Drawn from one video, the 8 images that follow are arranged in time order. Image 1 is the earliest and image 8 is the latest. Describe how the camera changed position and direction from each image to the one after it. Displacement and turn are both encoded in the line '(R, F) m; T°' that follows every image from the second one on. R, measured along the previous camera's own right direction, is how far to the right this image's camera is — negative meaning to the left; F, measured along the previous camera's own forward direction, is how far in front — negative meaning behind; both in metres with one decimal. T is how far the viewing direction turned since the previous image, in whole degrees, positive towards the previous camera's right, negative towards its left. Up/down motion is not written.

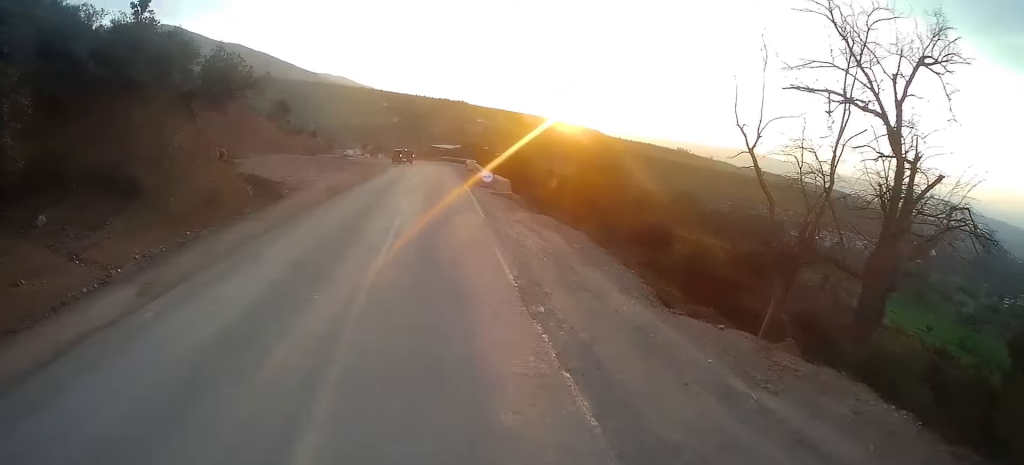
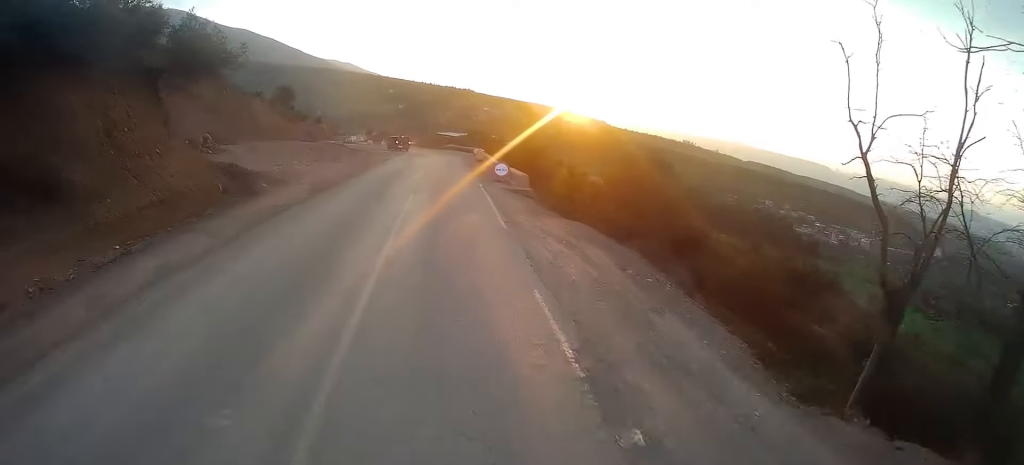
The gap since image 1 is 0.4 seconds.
(-0.1, +4.9) m; -1°
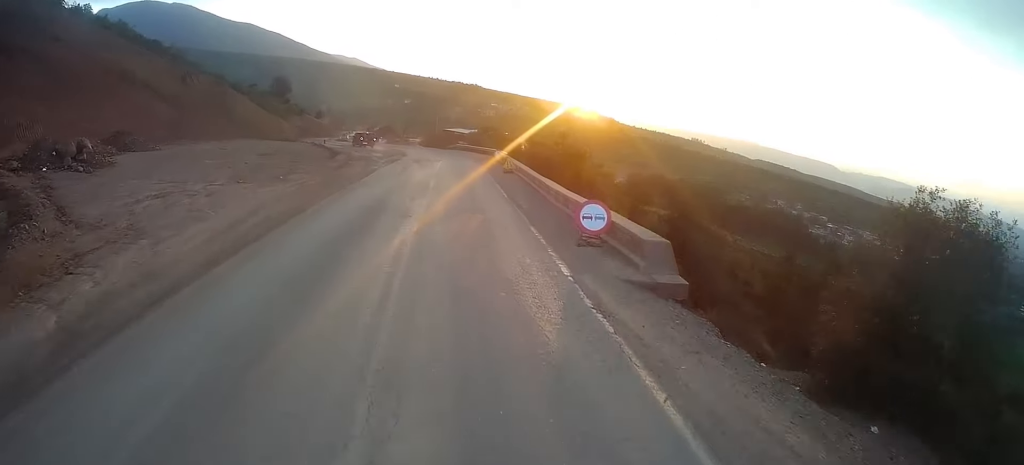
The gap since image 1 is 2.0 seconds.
(-0.1, +17.6) m; +1°
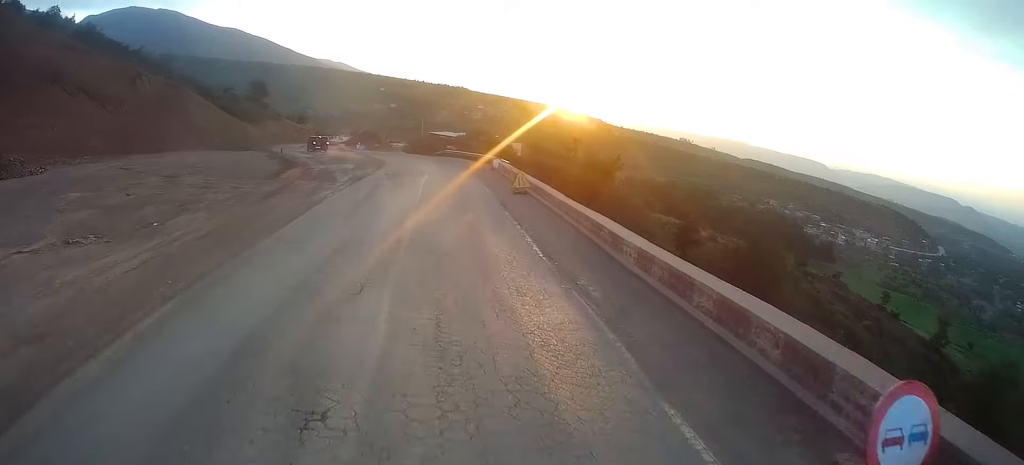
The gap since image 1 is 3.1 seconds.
(+0.3, +11.7) m; +1°
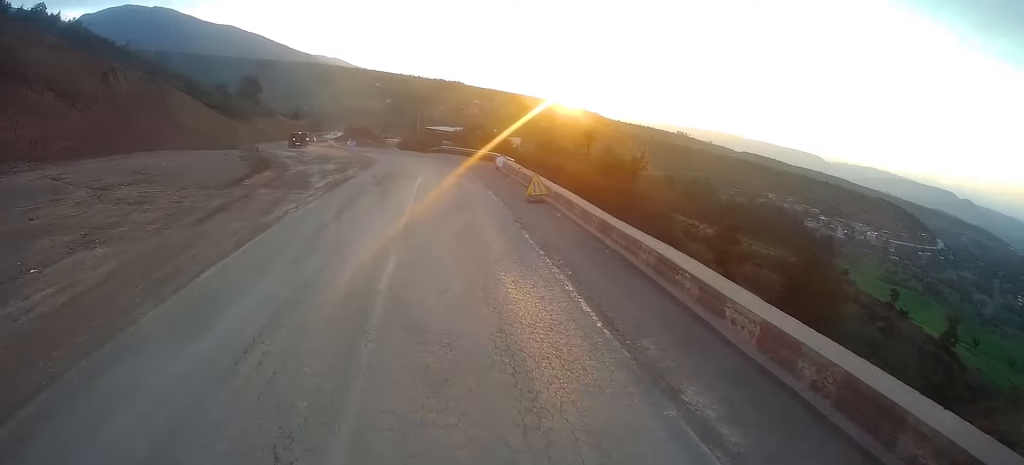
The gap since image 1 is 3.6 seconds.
(+0.2, +5.6) m; -1°
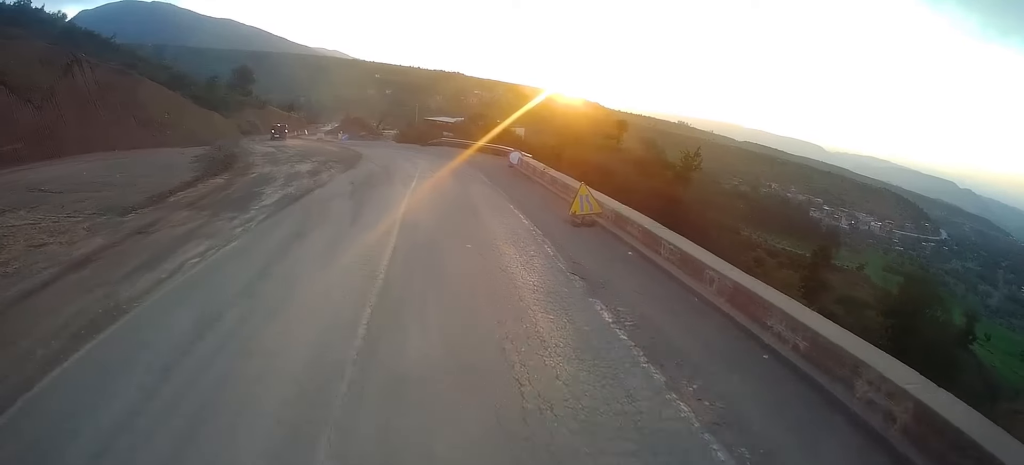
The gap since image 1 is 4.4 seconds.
(-0.3, +7.6) m; -5°
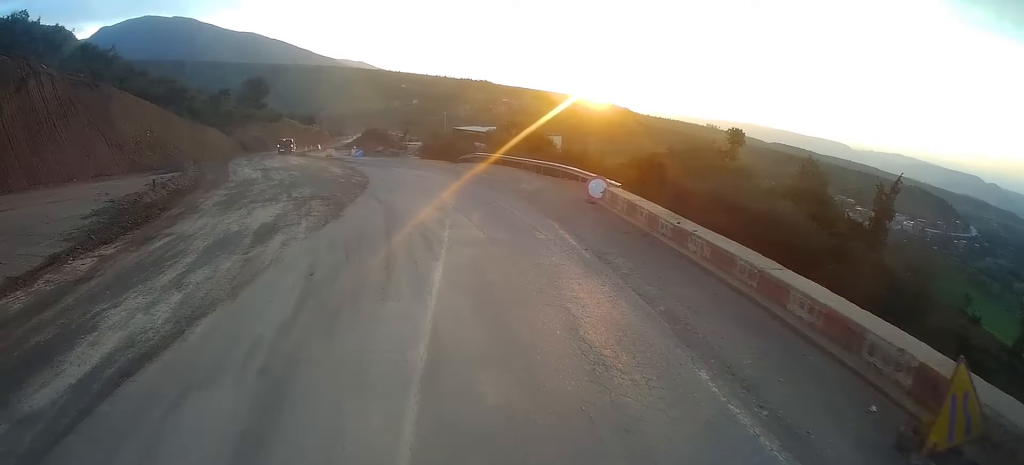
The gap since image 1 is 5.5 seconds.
(-0.8, +12.0) m; -6°
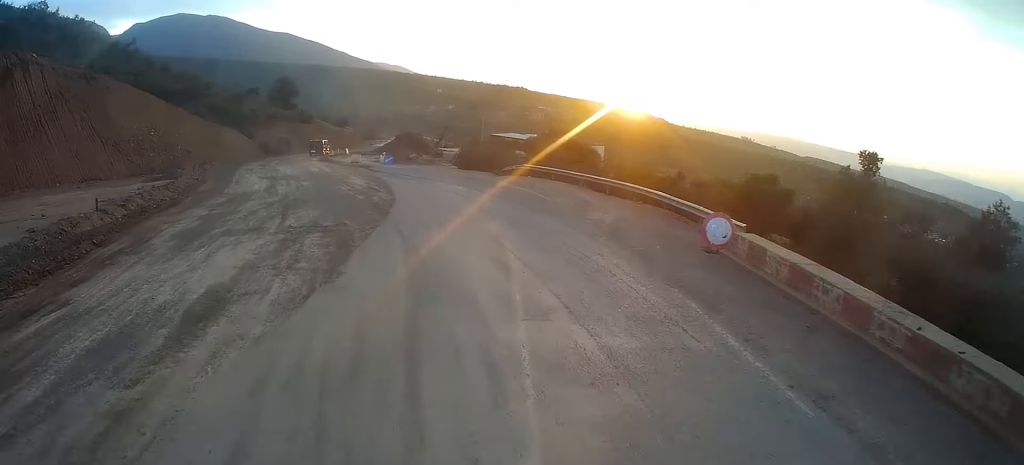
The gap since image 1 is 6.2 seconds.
(-0.2, +6.7) m; -2°
